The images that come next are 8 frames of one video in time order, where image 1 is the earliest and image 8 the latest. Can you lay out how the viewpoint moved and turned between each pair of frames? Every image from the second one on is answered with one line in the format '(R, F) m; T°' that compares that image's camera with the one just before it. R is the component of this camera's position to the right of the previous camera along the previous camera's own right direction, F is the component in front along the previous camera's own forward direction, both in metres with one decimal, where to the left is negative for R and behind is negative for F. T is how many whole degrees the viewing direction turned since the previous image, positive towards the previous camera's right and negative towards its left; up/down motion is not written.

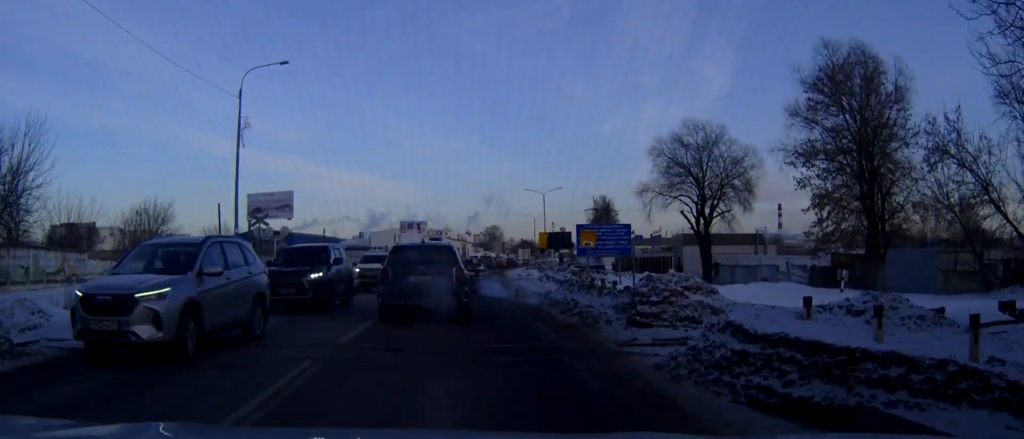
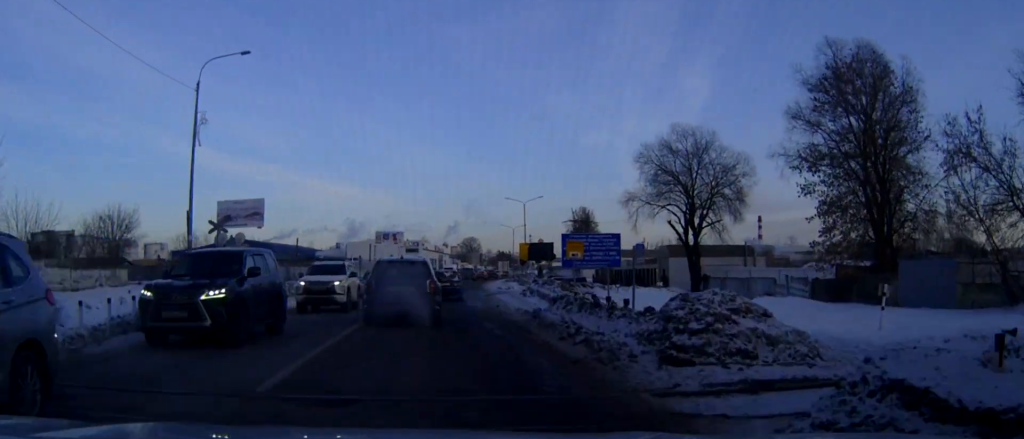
(0.0, +3.8) m; +1°
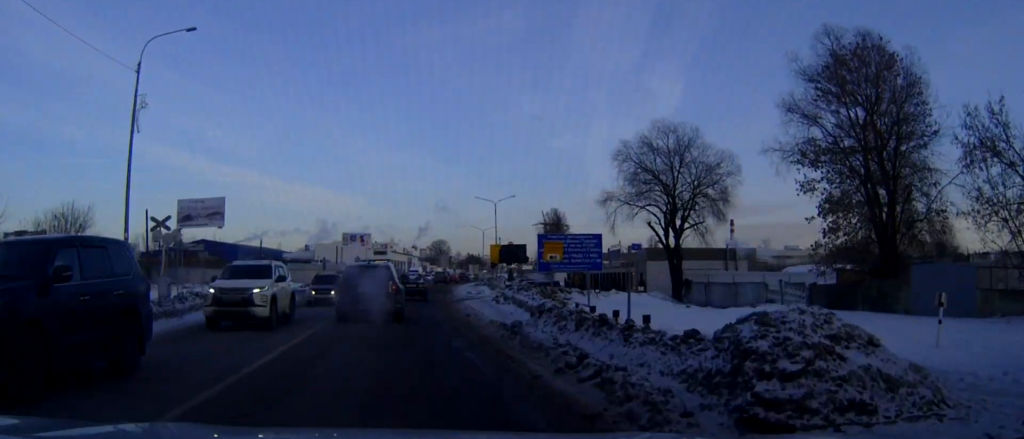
(0.0, +4.0) m; +1°
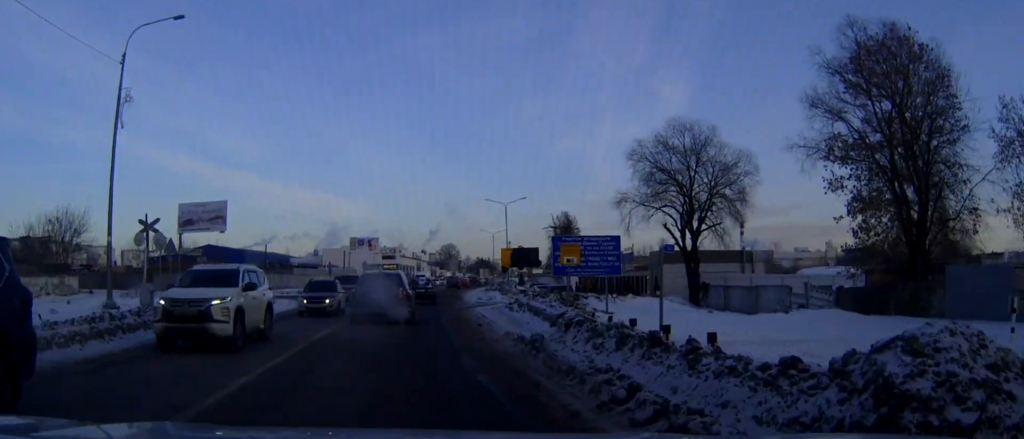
(0.0, +2.6) m; 0°
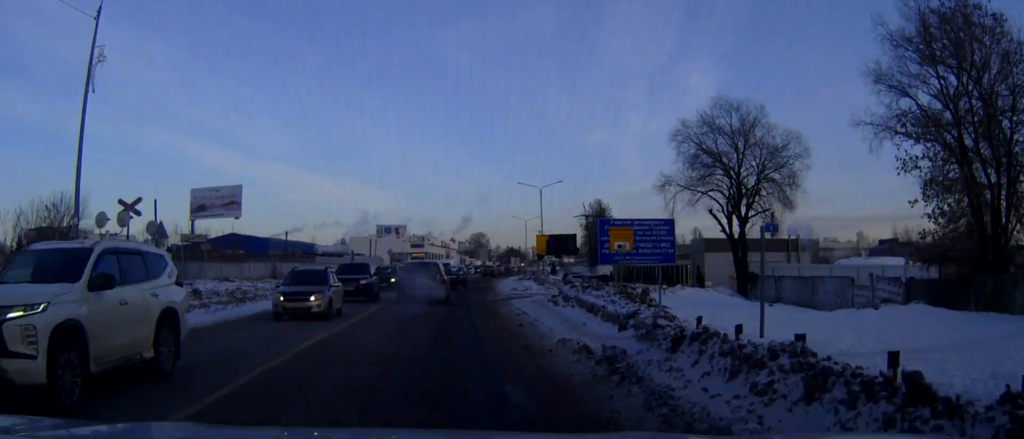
(0.0, +5.3) m; -2°
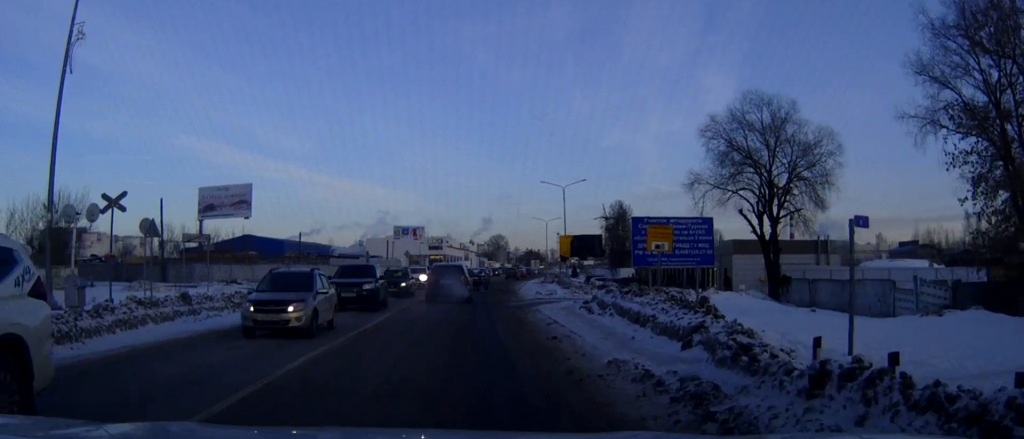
(-0.1, +2.7) m; -2°
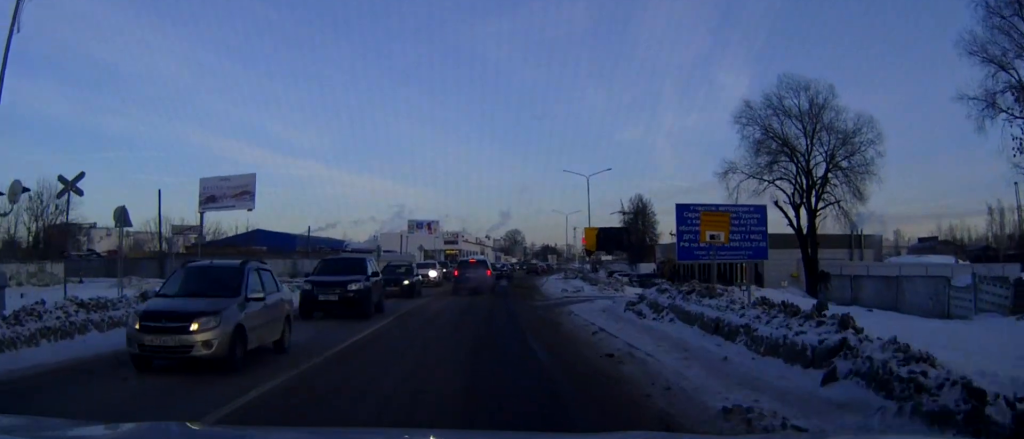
(-0.1, +3.9) m; -1°
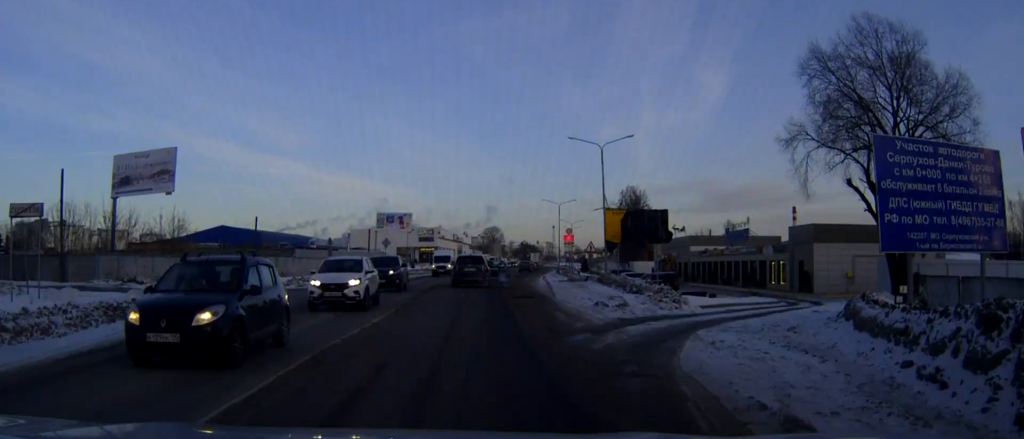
(+0.1, +13.6) m; +2°
